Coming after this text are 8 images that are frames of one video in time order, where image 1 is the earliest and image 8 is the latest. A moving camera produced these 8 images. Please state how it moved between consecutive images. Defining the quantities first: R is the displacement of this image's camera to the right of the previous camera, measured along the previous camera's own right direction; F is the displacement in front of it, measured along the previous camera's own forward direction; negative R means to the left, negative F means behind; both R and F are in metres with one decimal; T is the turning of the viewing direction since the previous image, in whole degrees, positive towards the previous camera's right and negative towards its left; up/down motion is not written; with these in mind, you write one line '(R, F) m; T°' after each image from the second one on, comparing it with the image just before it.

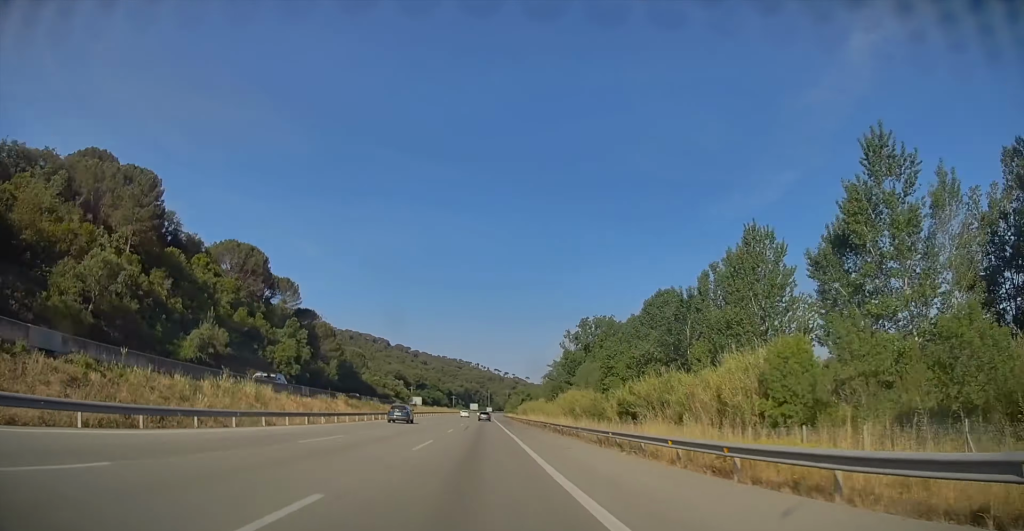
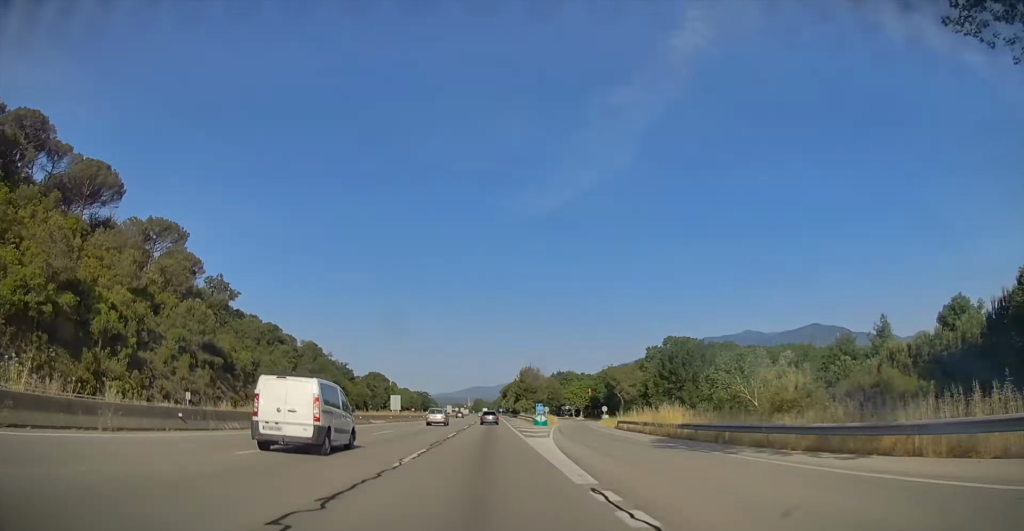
(+162.5, +952.5) m; +16°
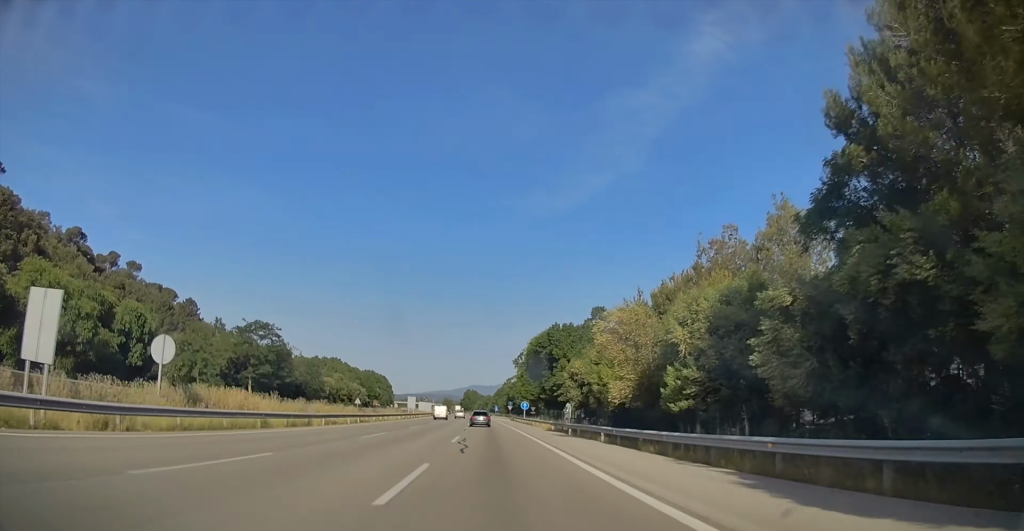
(-0.2, +337.8) m; -2°
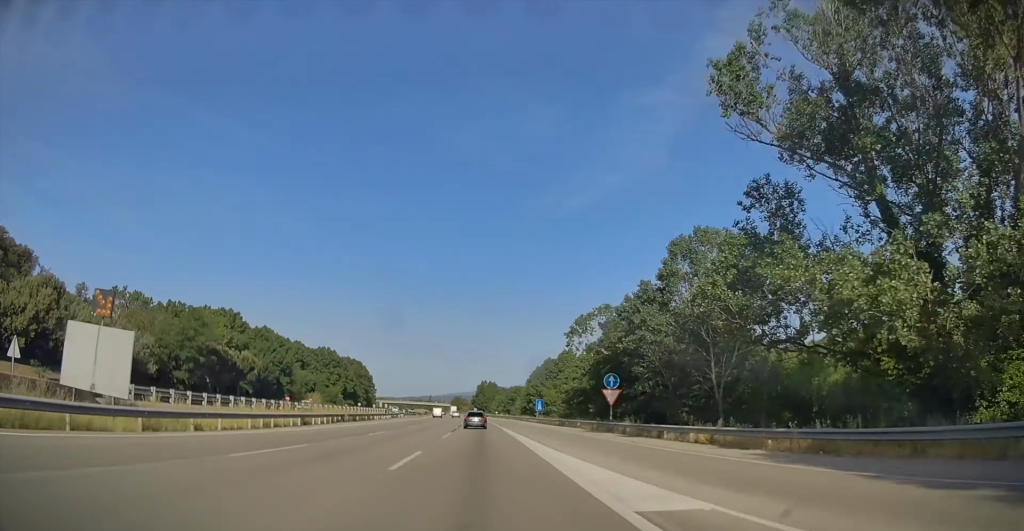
(-5.6, +164.5) m; -3°
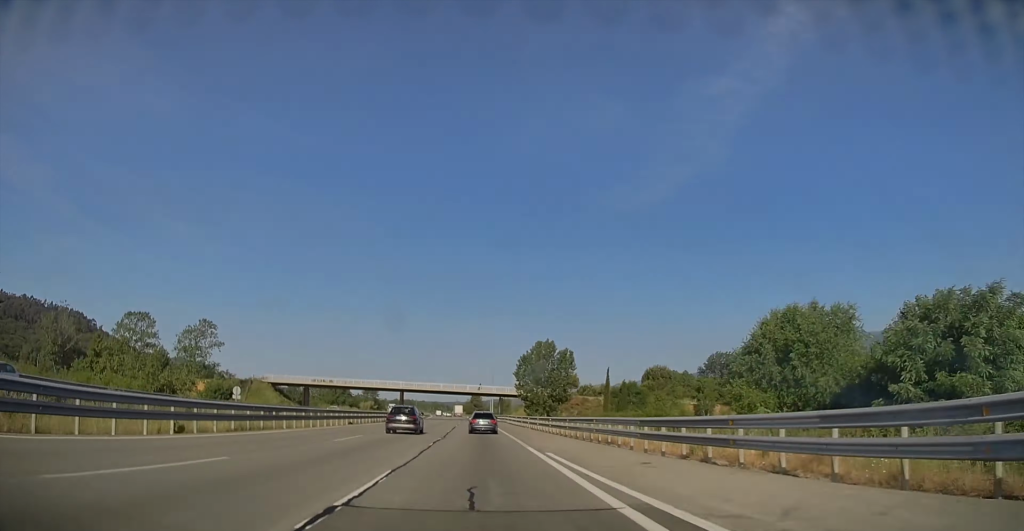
(-15.3, +252.3) m; -7°
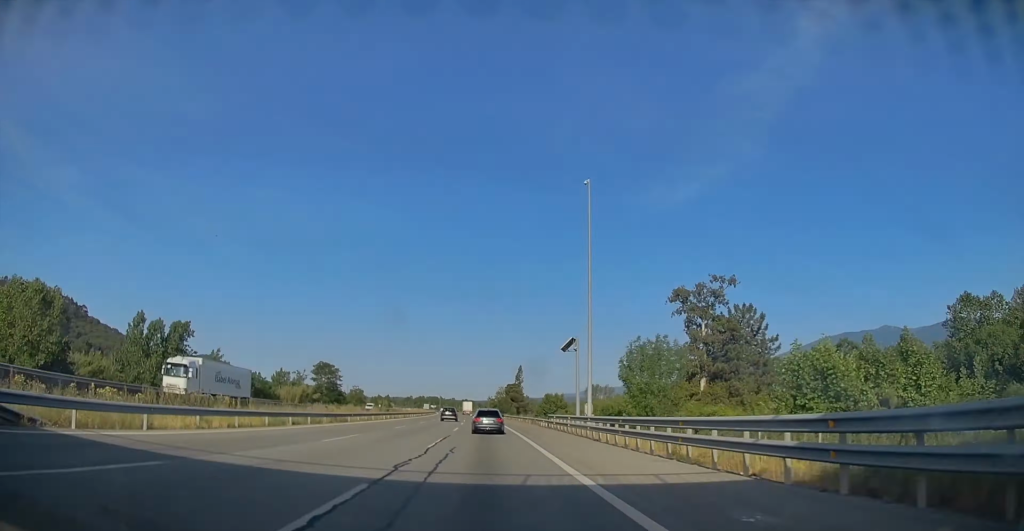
(-1.9, +90.9) m; -2°
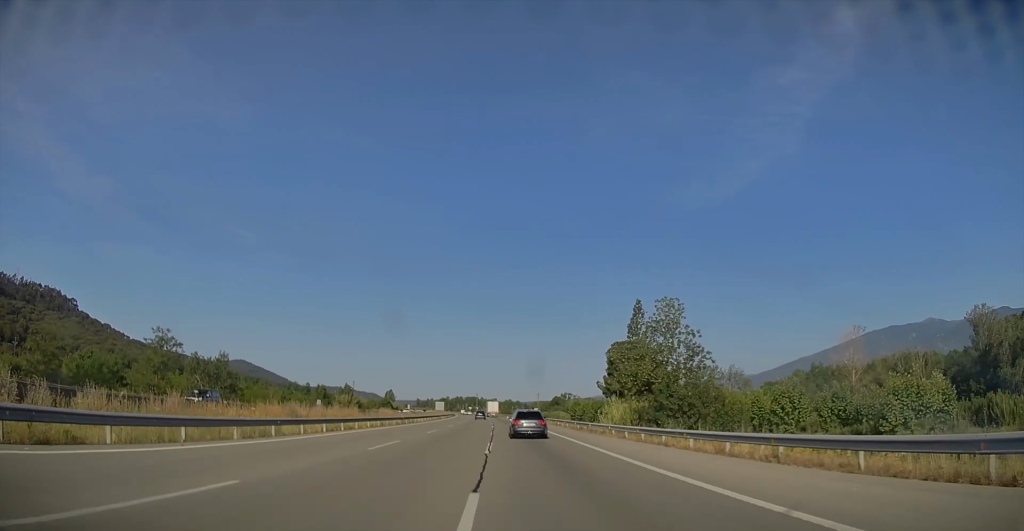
(0.0, +112.8) m; -2°
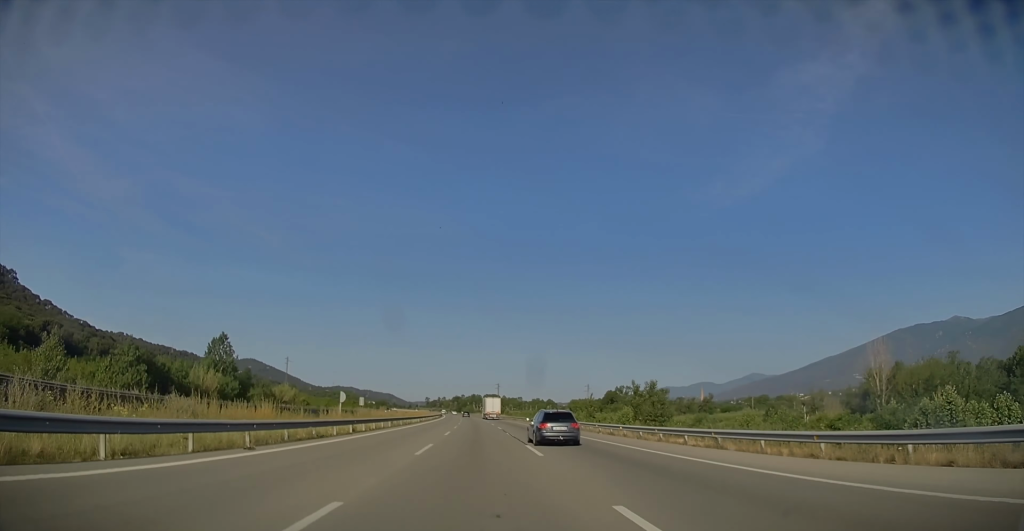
(-3.8, +150.9) m; -3°
